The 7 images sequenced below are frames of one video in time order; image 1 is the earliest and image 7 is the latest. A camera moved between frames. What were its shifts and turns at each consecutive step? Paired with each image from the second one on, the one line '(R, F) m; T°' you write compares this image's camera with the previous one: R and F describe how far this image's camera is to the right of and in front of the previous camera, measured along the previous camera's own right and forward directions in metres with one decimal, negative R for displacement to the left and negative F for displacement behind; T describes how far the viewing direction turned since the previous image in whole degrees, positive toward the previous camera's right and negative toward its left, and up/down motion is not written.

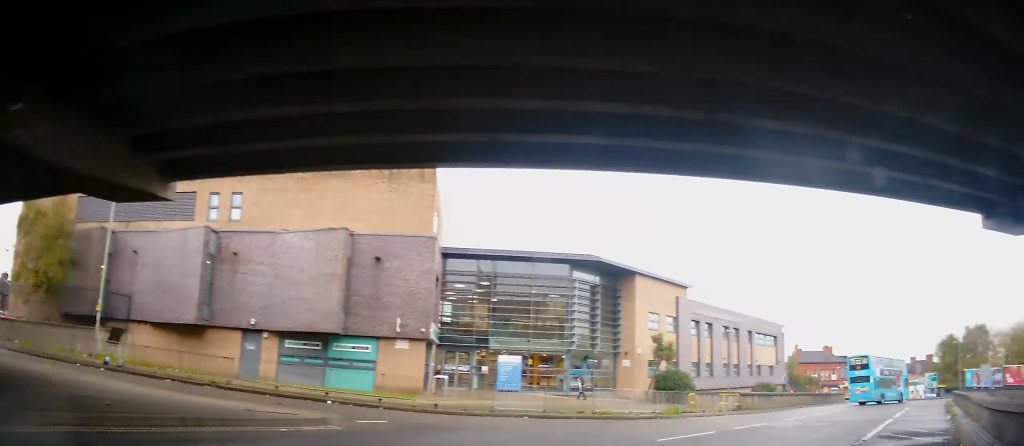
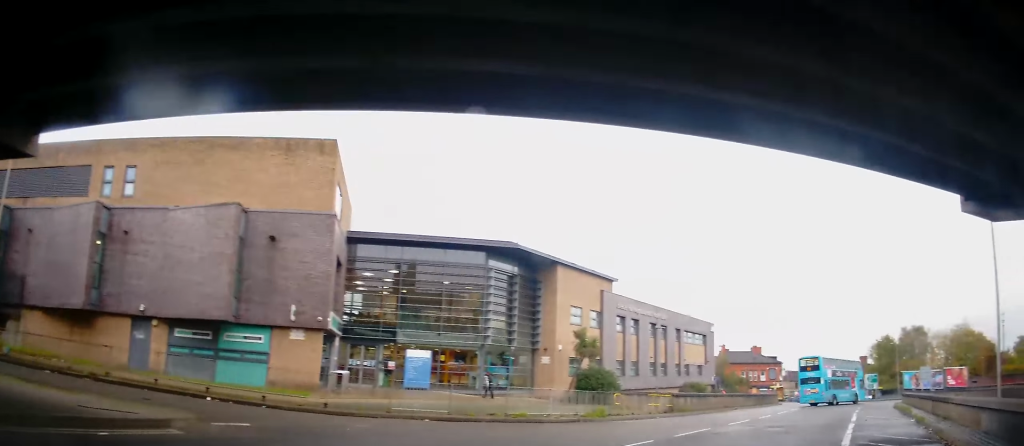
(+0.2, +2.6) m; +4°
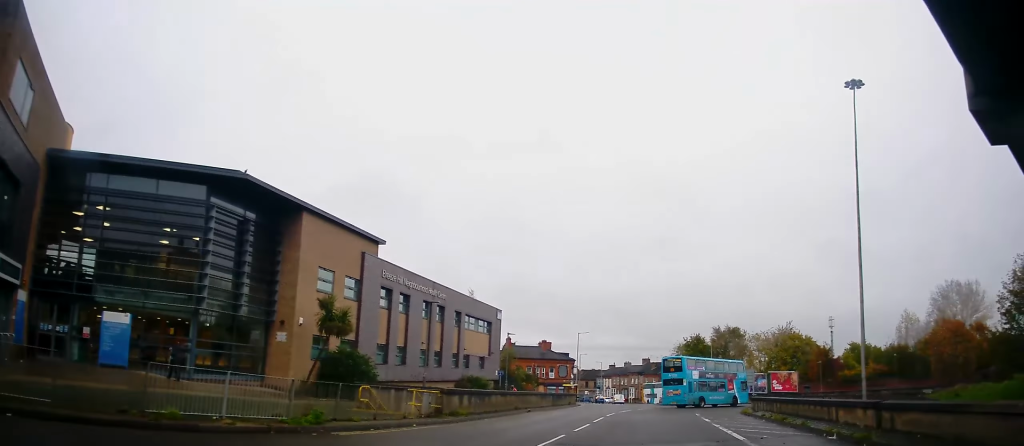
(+0.4, +4.4) m; +15°
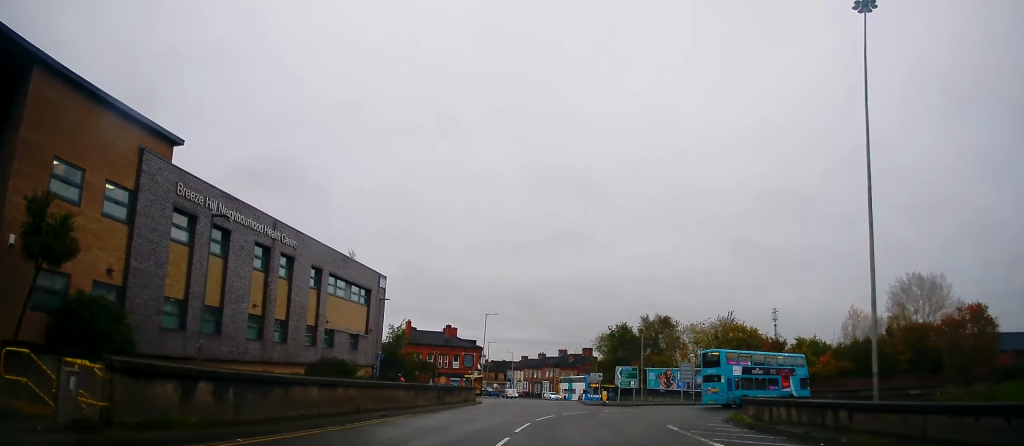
(+2.4, +13.2) m; +18°
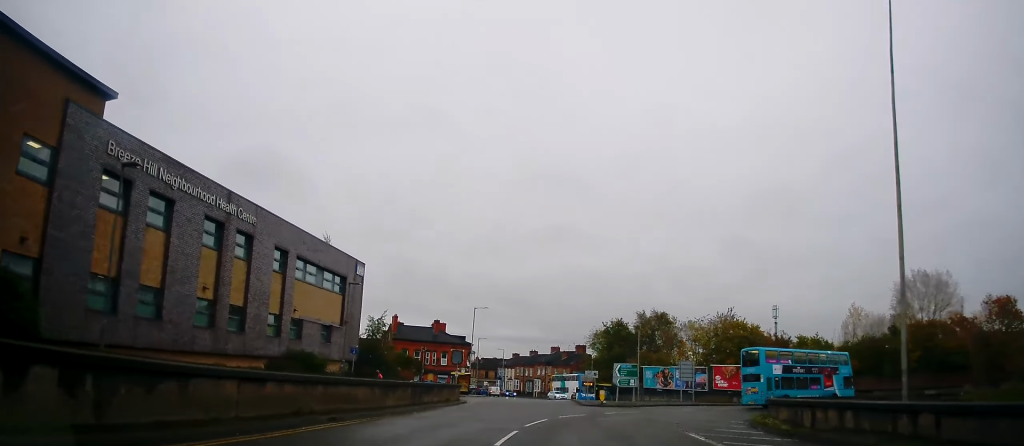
(+0.4, +4.7) m; +4°
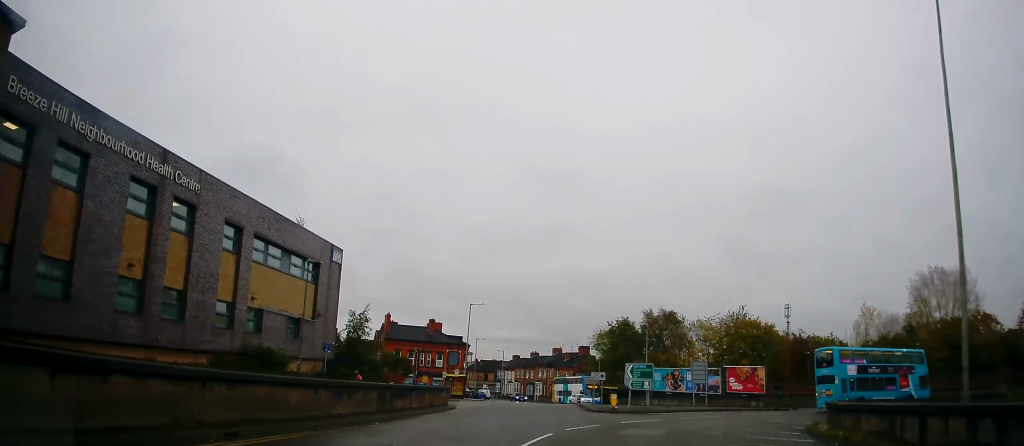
(0.0, +6.8) m; +1°
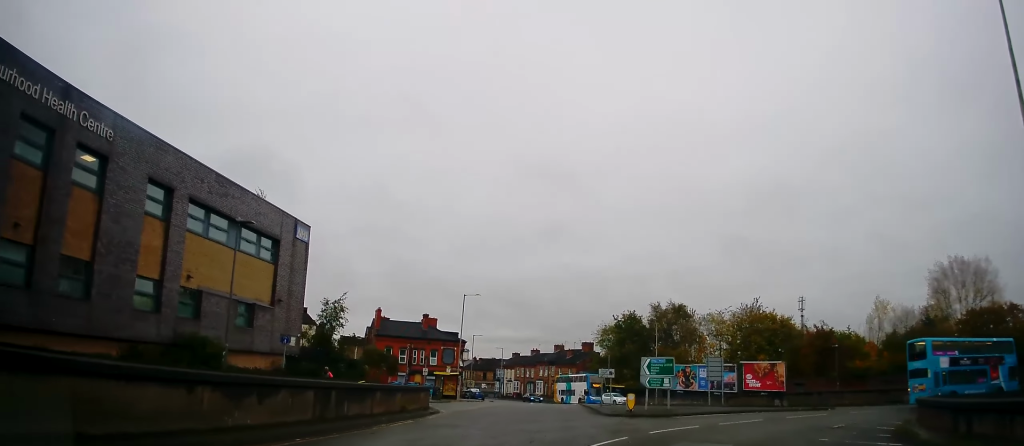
(0.0, +7.1) m; +1°
